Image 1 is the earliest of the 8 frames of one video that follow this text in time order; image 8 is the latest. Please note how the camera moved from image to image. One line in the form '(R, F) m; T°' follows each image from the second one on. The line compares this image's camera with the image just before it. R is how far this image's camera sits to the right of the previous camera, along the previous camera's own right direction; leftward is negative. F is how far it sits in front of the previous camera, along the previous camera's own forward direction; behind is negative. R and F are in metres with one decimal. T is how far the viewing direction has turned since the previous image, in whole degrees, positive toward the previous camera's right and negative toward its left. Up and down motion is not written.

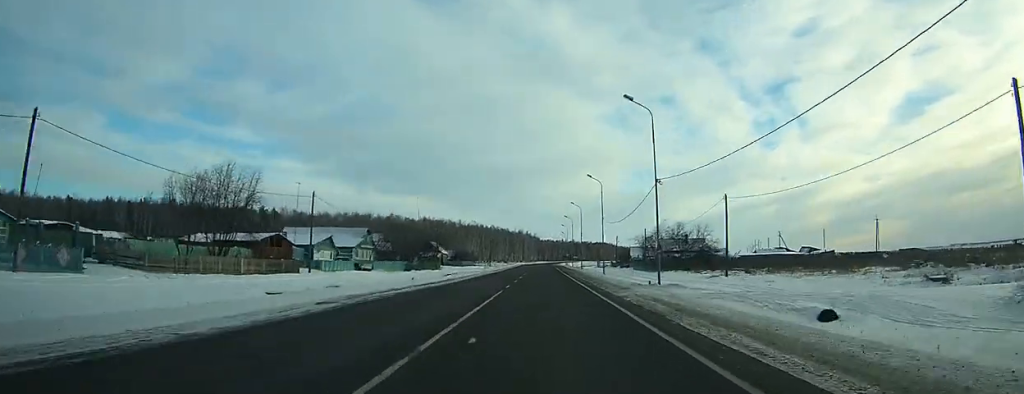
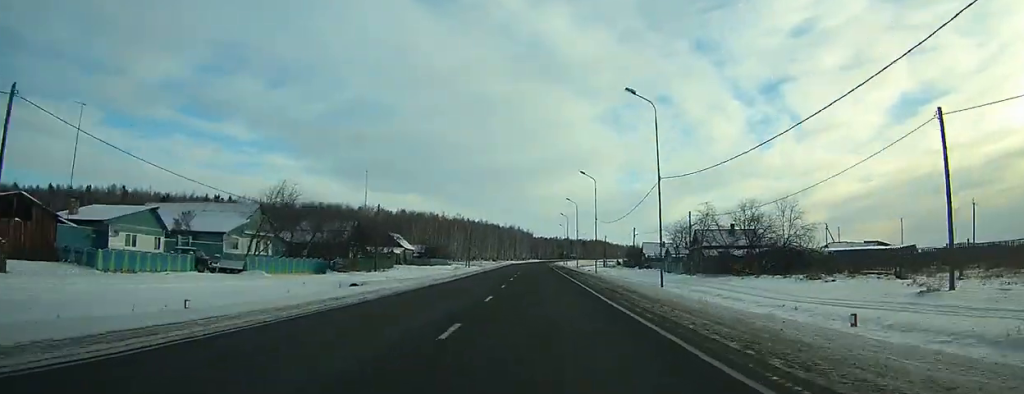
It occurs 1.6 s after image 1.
(-0.1, +32.5) m; 0°
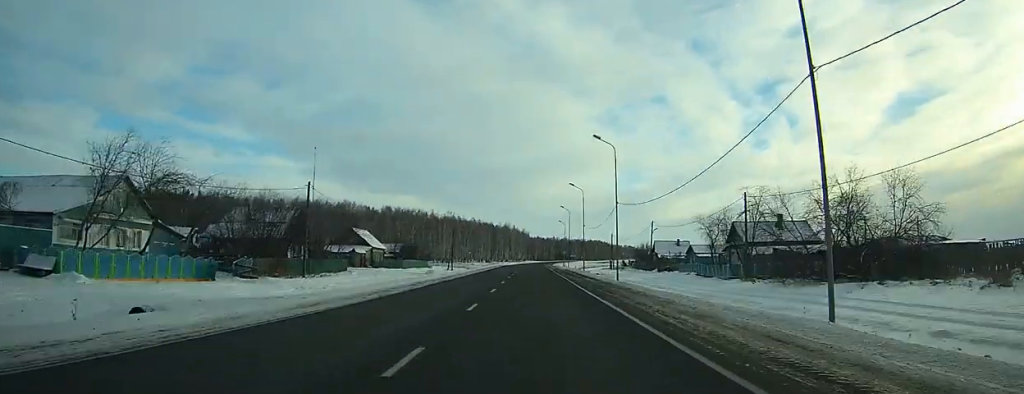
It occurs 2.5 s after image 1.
(+0.2, +19.8) m; 0°
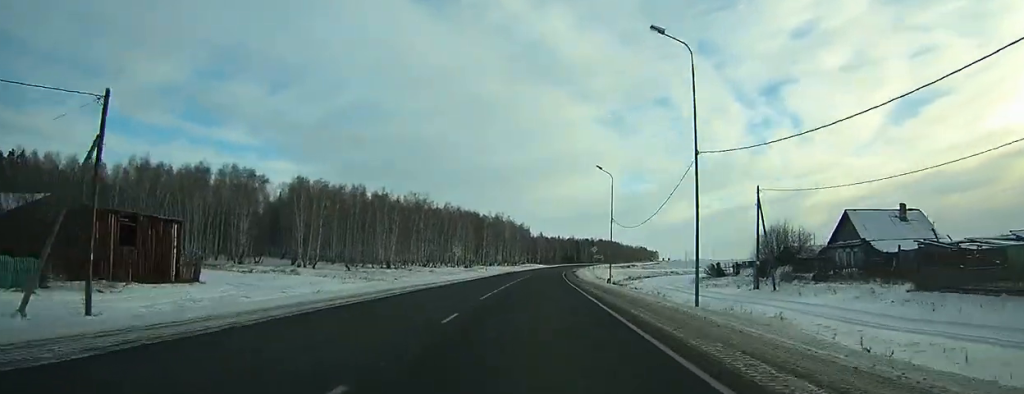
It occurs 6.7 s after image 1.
(+0.7, +84.8) m; +1°
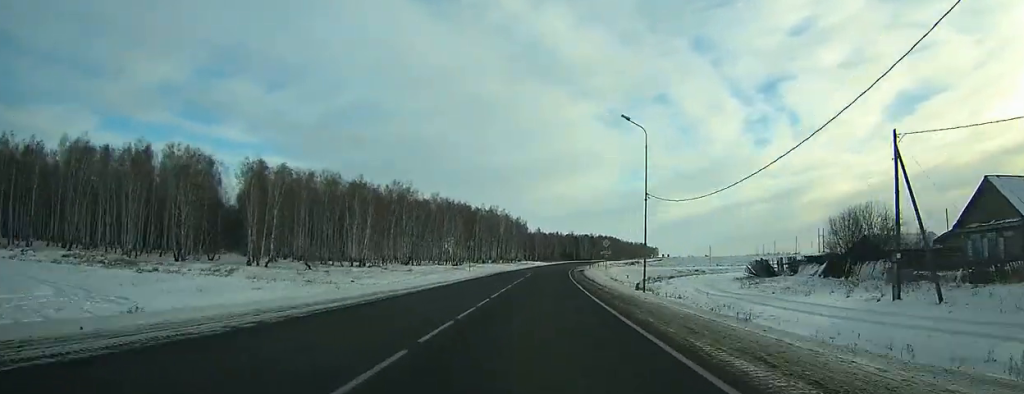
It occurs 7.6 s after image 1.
(0.0, +17.8) m; 0°
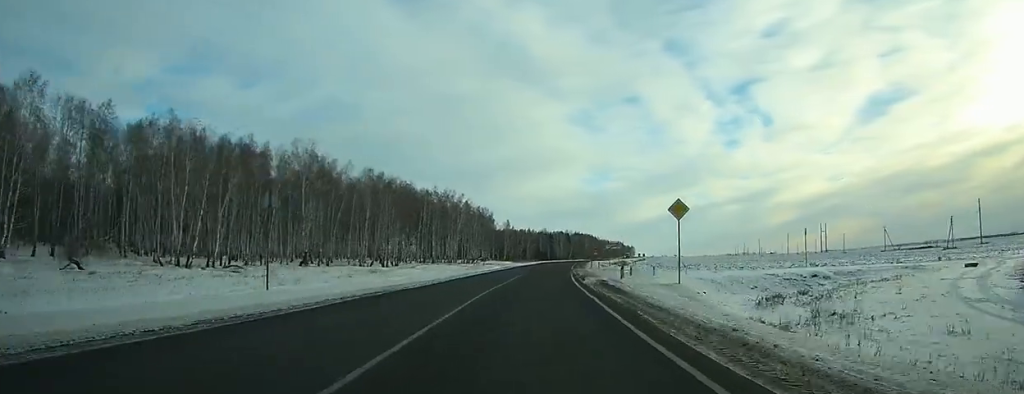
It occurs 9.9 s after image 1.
(+0.3, +44.4) m; +2°
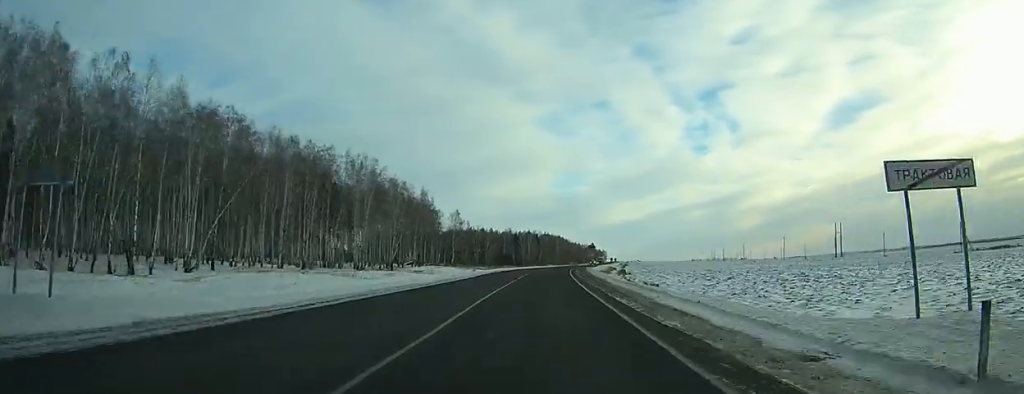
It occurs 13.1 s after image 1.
(+1.9, +62.5) m; +3°
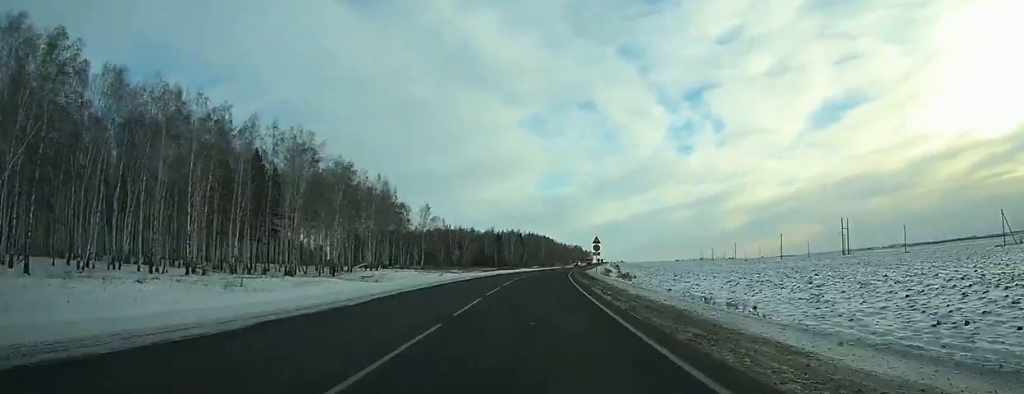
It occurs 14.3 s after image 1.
(+0.4, +25.5) m; +1°
